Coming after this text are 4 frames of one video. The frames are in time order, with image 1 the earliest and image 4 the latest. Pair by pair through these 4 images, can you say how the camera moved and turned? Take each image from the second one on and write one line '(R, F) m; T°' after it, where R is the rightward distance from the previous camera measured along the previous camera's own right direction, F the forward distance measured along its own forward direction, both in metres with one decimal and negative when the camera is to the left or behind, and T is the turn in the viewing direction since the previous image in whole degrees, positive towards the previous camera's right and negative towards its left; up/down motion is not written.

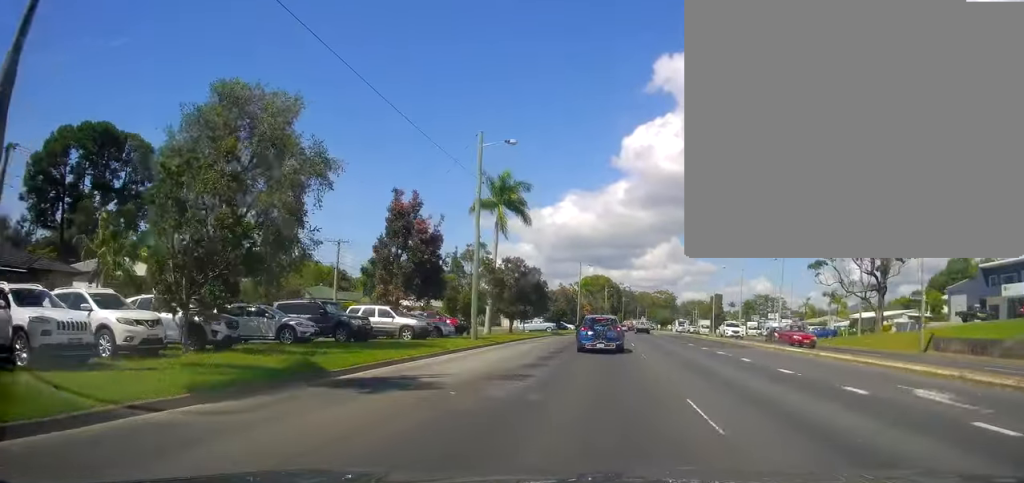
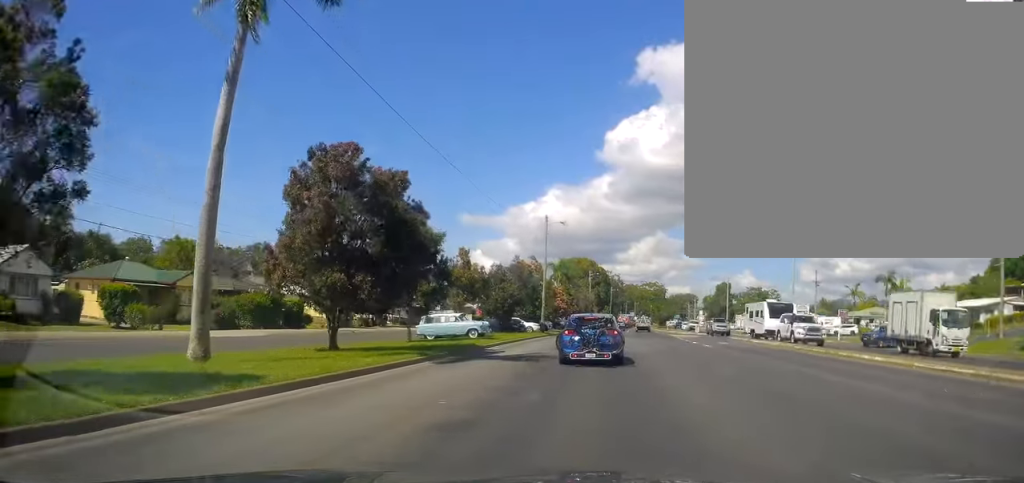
(+1.3, +36.0) m; +2°
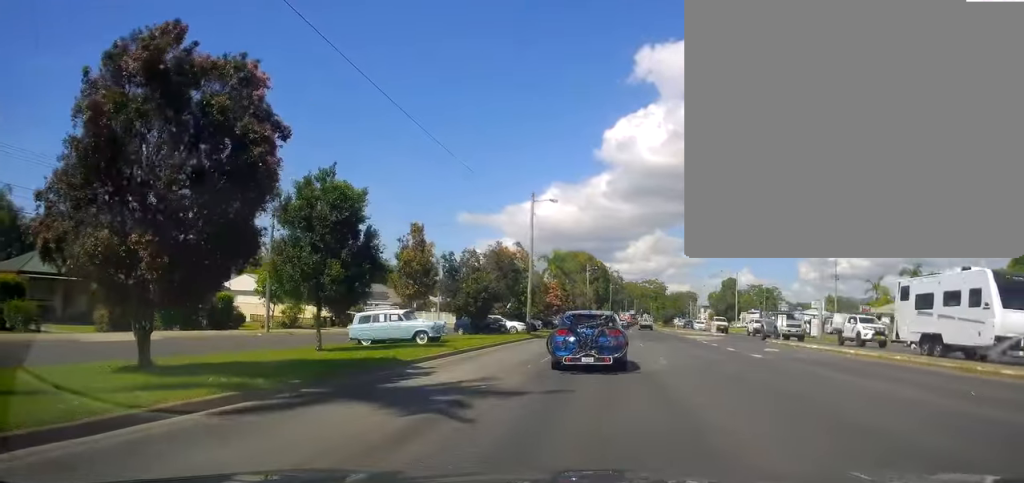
(-0.2, +10.3) m; 0°
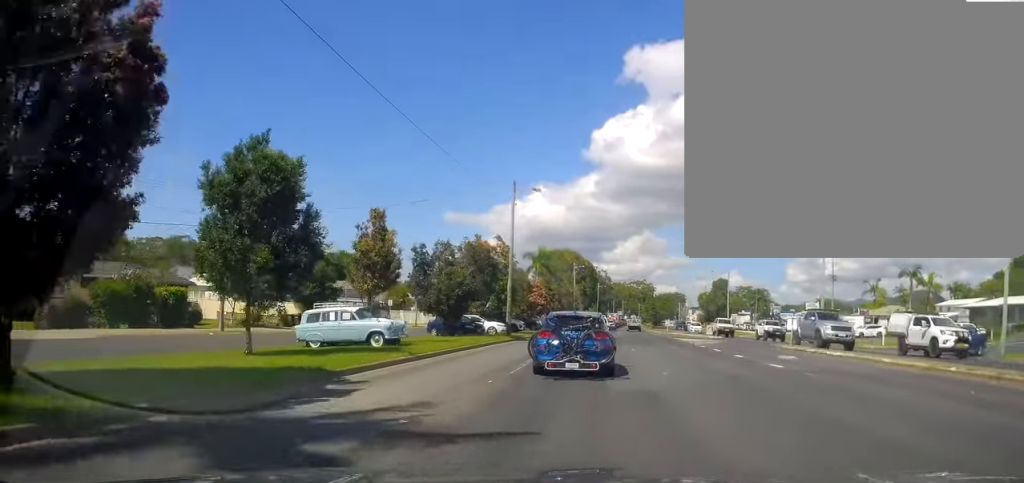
(+0.1, +3.9) m; +1°
